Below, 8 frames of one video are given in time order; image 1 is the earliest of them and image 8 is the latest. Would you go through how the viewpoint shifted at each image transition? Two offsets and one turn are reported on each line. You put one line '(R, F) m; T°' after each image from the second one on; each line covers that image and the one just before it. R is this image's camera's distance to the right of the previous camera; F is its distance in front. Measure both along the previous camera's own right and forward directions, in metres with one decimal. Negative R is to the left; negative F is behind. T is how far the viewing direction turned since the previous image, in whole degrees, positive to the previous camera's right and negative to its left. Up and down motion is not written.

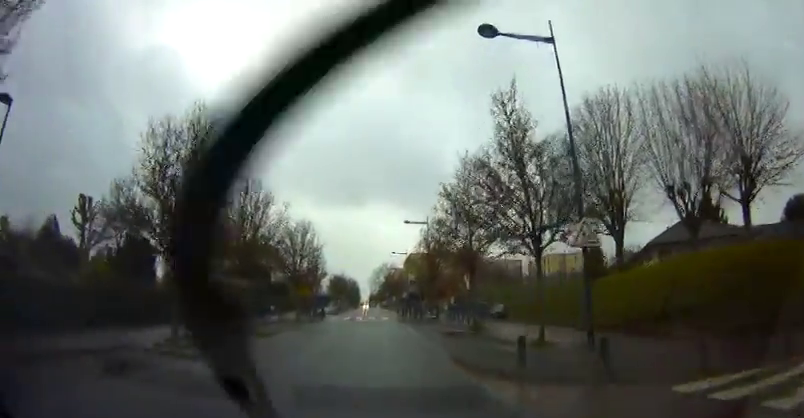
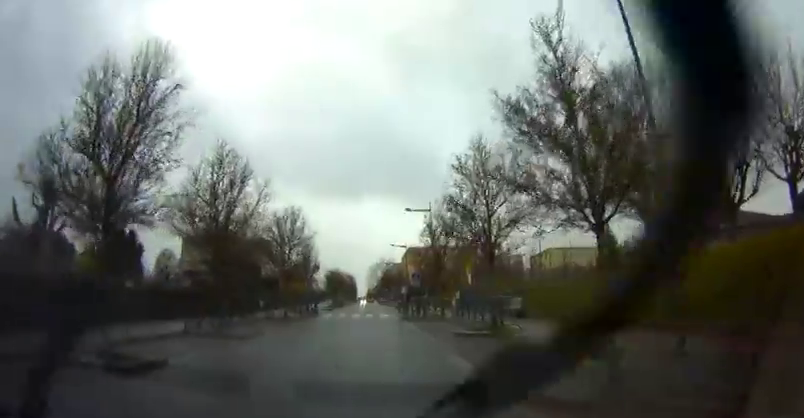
(-0.2, +3.7) m; 0°
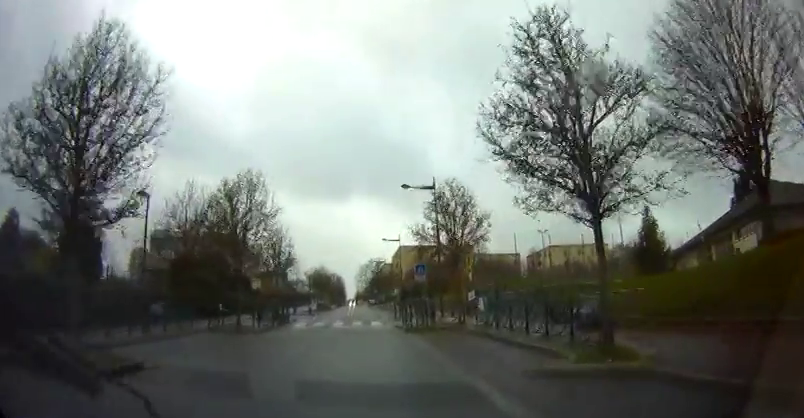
(+0.4, +8.4) m; +2°
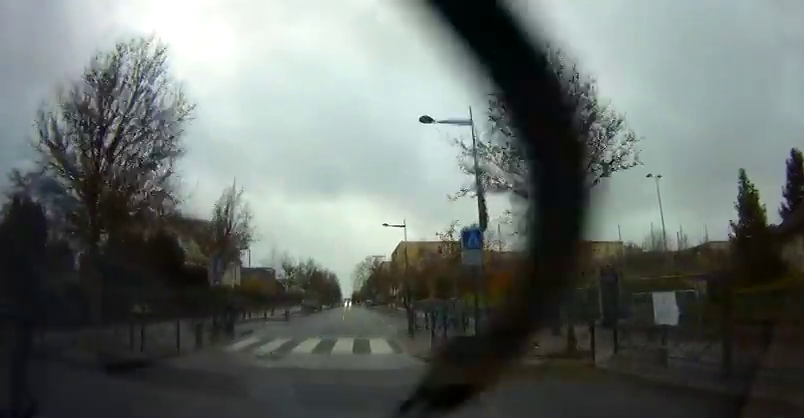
(-0.1, +11.7) m; 0°
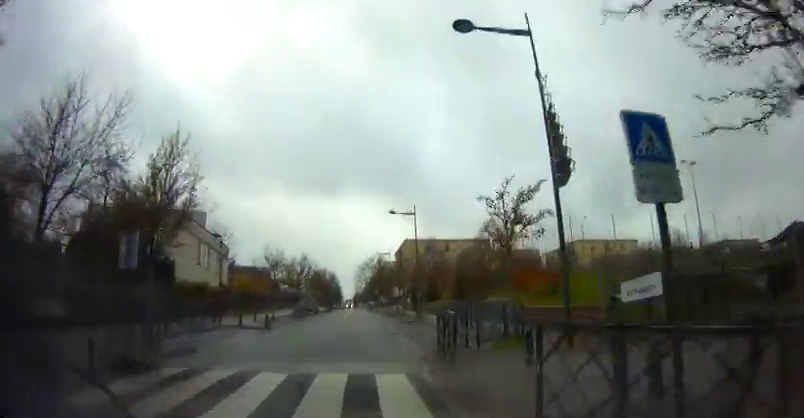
(0.0, +7.1) m; 0°
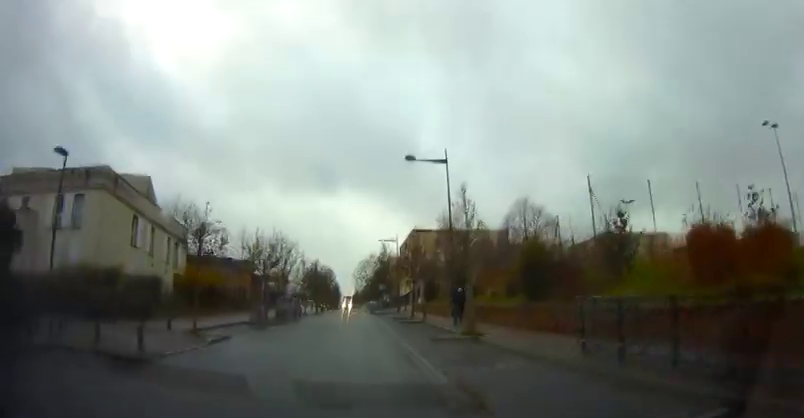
(+0.2, +15.2) m; +3°
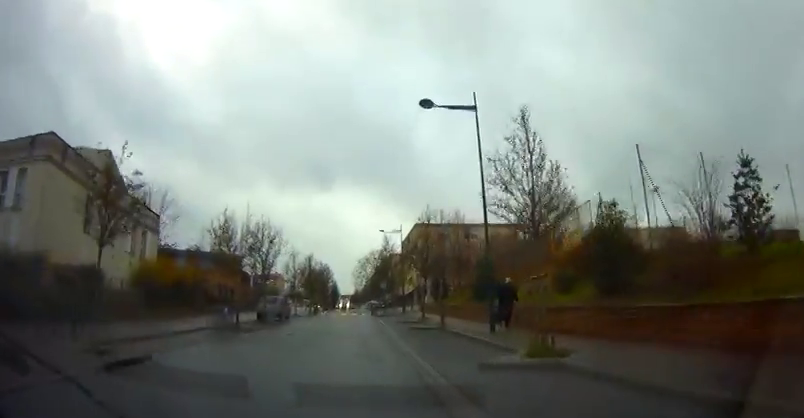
(+0.3, +6.8) m; 0°
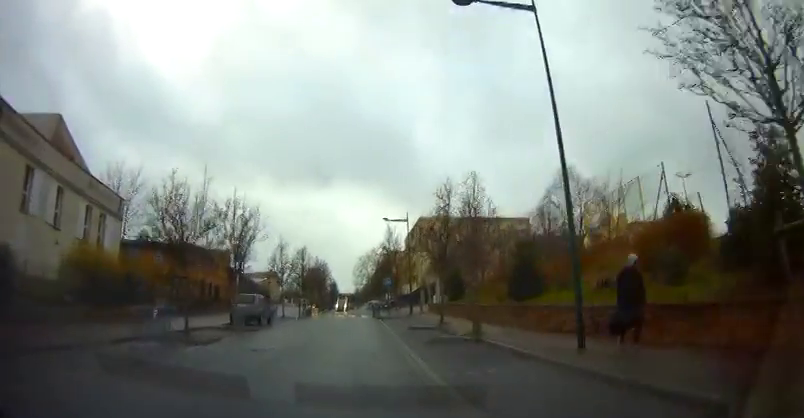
(-0.3, +6.9) m; -2°
